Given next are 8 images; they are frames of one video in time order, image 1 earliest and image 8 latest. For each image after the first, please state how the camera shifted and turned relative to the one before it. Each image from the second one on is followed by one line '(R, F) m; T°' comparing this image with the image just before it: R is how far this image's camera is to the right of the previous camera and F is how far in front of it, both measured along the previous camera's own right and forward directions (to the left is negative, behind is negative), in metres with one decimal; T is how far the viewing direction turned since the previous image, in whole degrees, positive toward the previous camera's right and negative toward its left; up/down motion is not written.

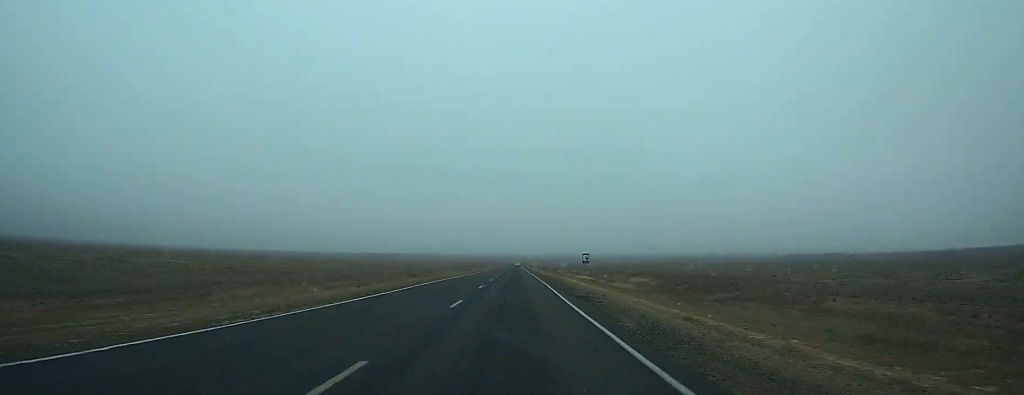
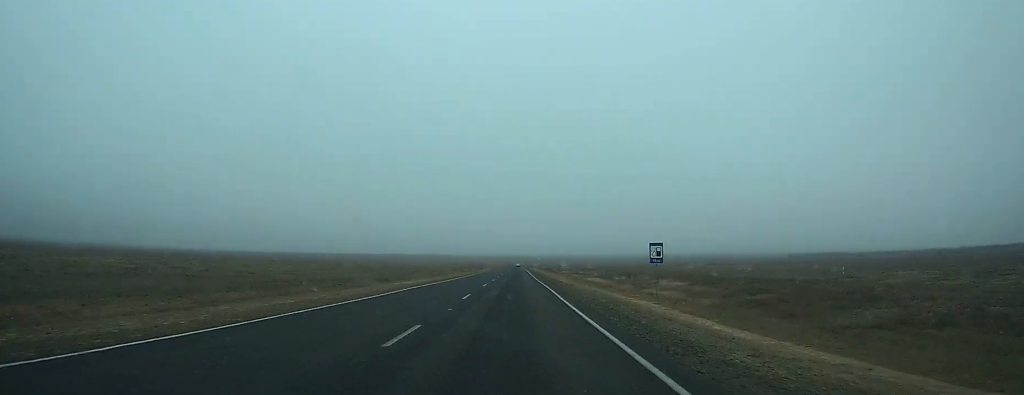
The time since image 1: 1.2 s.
(0.0, +30.5) m; 0°
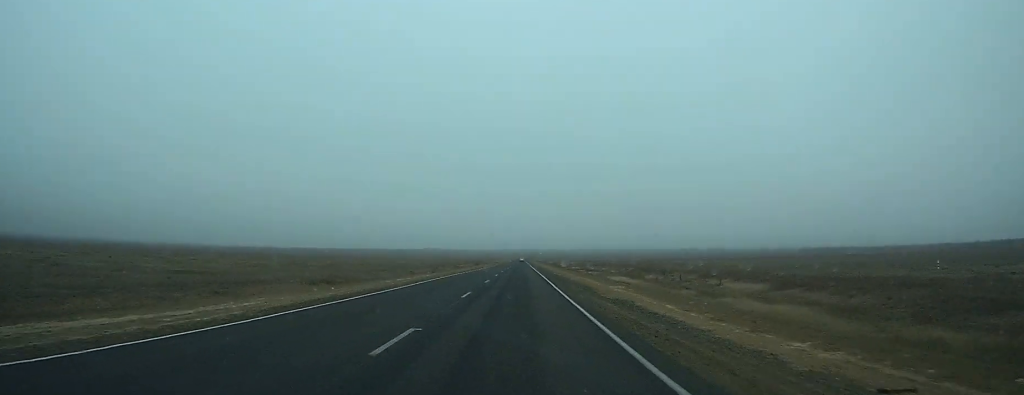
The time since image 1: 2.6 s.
(0.0, +35.5) m; 0°
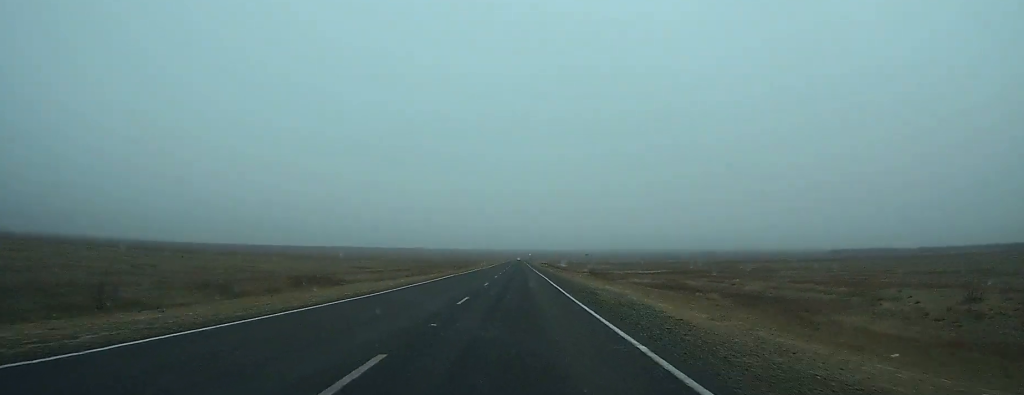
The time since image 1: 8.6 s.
(-0.3, +163.3) m; 0°
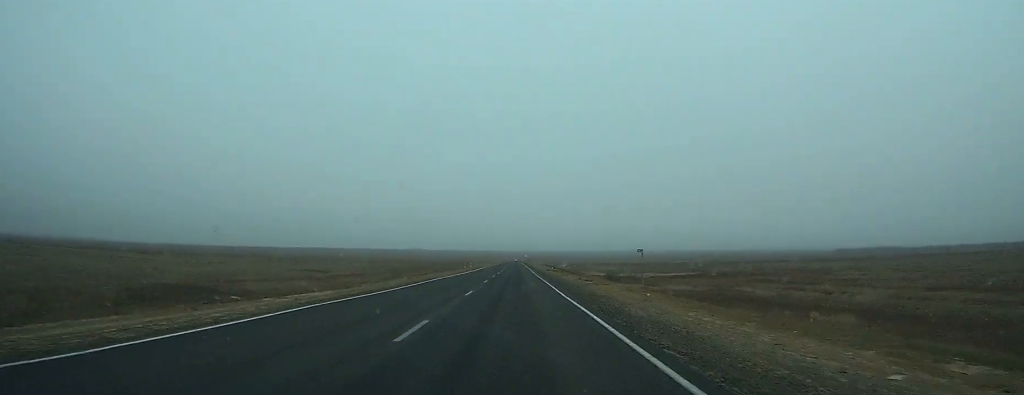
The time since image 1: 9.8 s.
(-0.1, +30.5) m; 0°
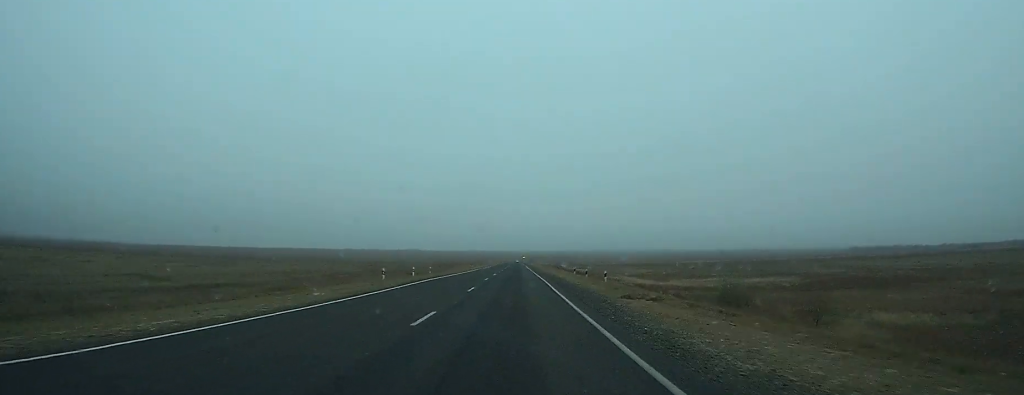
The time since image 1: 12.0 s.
(-0.1, +55.1) m; 0°
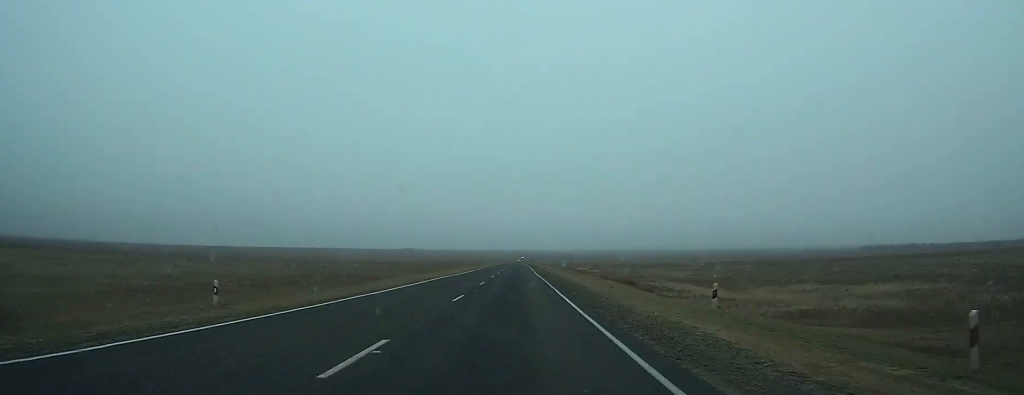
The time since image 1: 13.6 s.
(0.0, +41.5) m; 0°
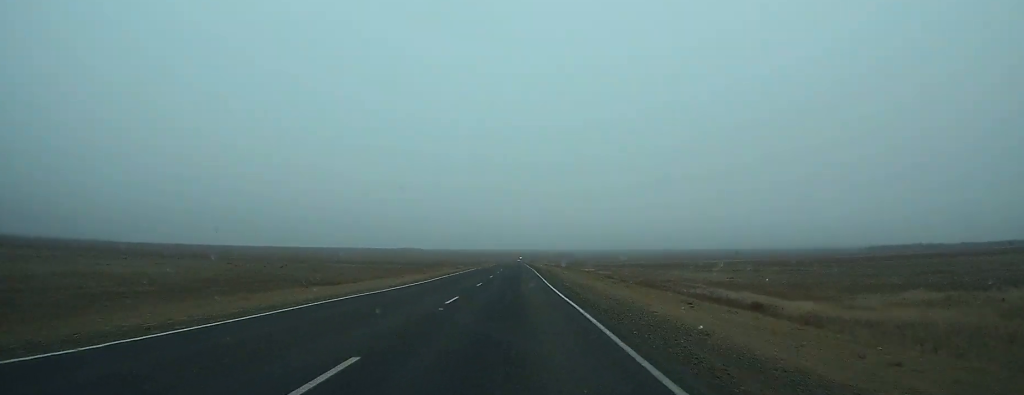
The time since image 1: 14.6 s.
(0.0, +26.8) m; 0°
